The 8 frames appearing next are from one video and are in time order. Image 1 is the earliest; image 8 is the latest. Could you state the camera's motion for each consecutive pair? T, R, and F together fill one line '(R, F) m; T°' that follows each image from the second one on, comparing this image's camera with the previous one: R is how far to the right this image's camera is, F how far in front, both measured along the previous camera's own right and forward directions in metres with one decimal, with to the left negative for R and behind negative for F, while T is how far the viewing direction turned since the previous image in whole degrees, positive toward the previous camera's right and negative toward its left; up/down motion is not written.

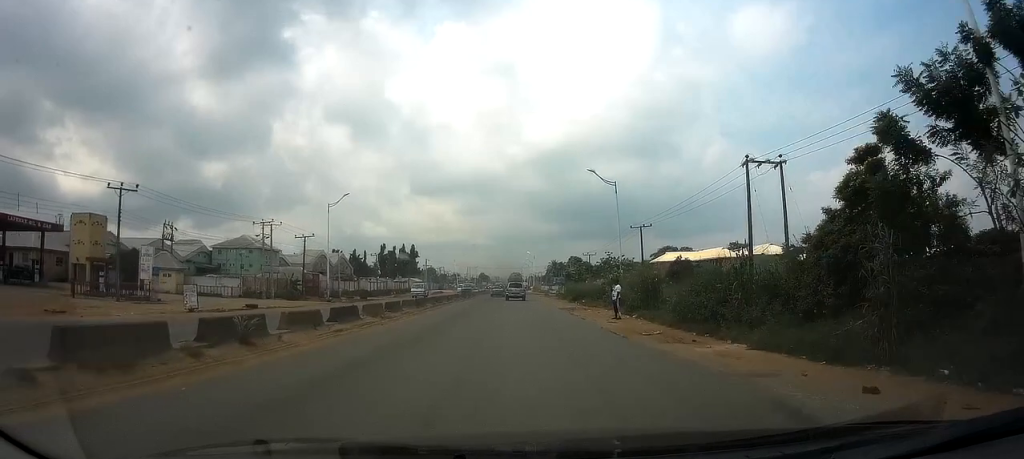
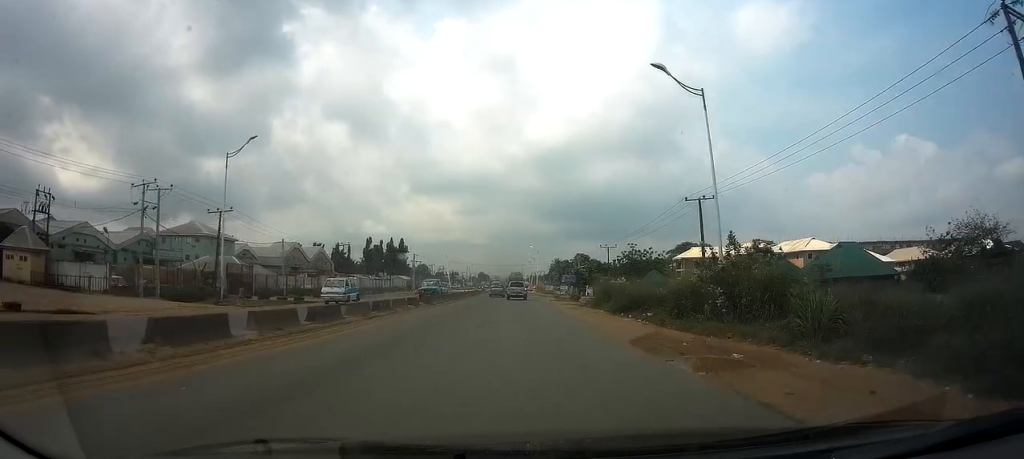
(0.0, +22.9) m; 0°
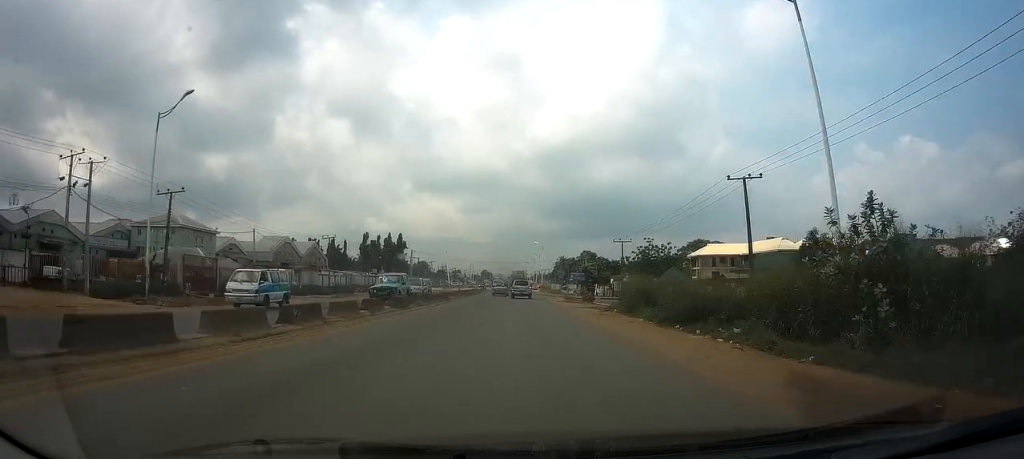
(0.0, +9.7) m; 0°
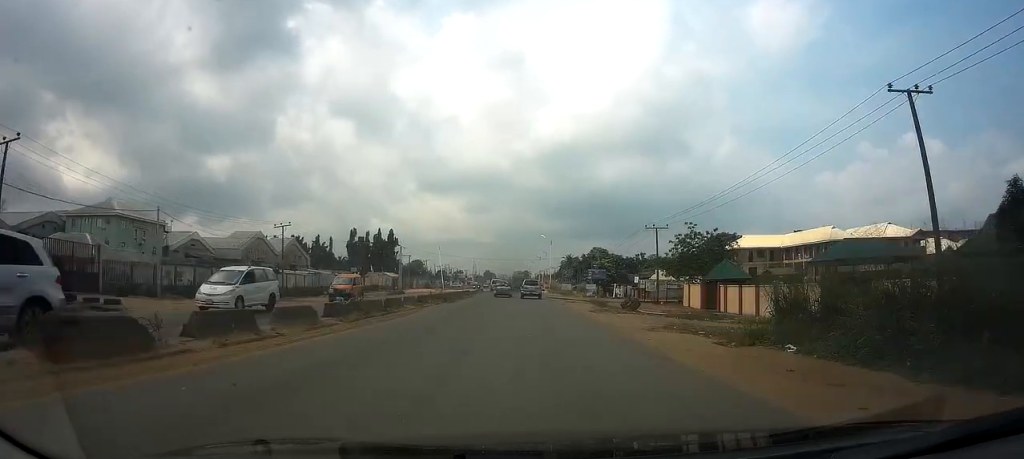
(-0.1, +18.7) m; -1°
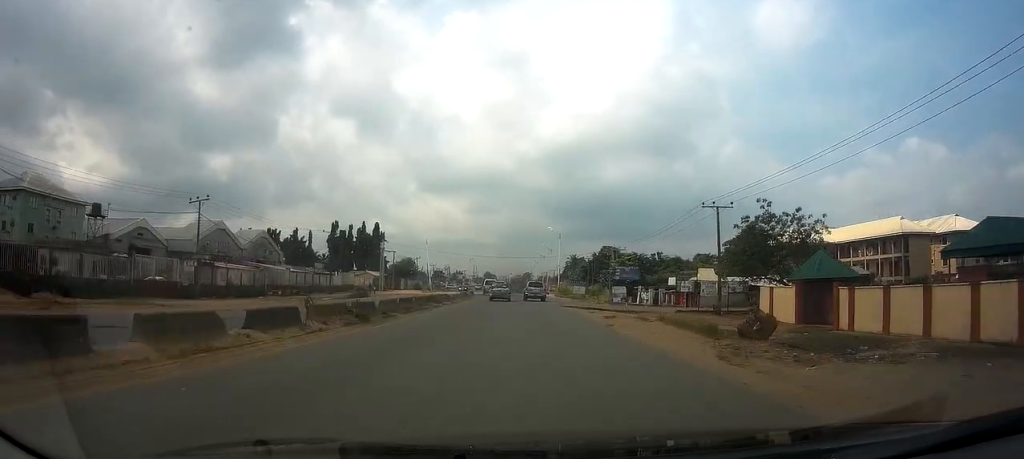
(-0.1, +19.9) m; 0°
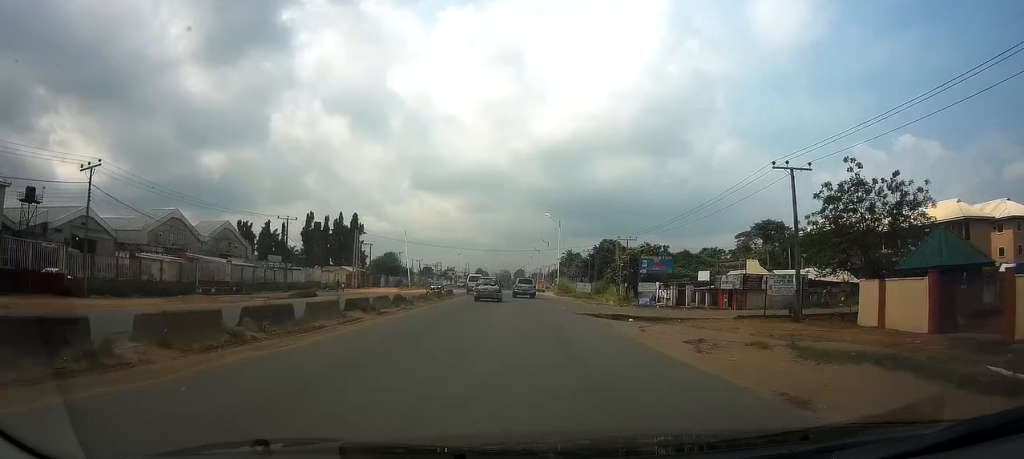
(0.0, +14.6) m; +1°
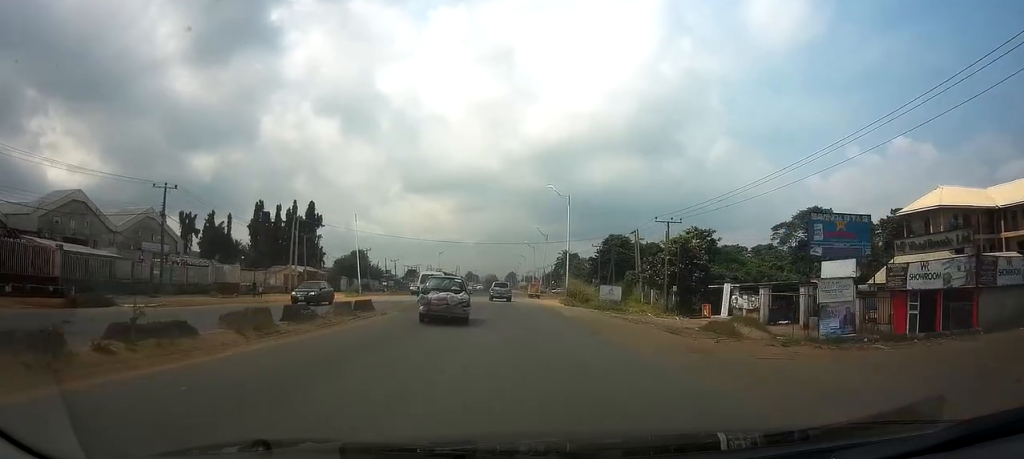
(+0.3, +25.7) m; +1°
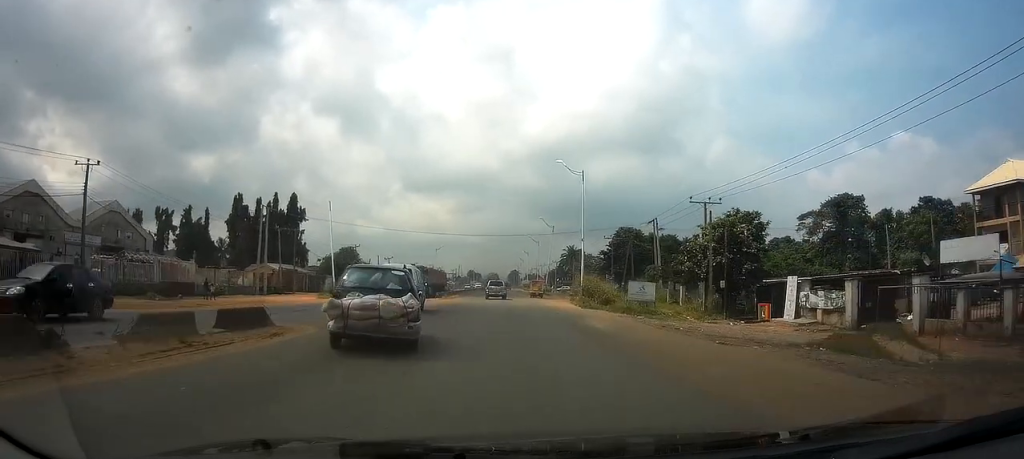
(0.0, +10.4) m; -1°
